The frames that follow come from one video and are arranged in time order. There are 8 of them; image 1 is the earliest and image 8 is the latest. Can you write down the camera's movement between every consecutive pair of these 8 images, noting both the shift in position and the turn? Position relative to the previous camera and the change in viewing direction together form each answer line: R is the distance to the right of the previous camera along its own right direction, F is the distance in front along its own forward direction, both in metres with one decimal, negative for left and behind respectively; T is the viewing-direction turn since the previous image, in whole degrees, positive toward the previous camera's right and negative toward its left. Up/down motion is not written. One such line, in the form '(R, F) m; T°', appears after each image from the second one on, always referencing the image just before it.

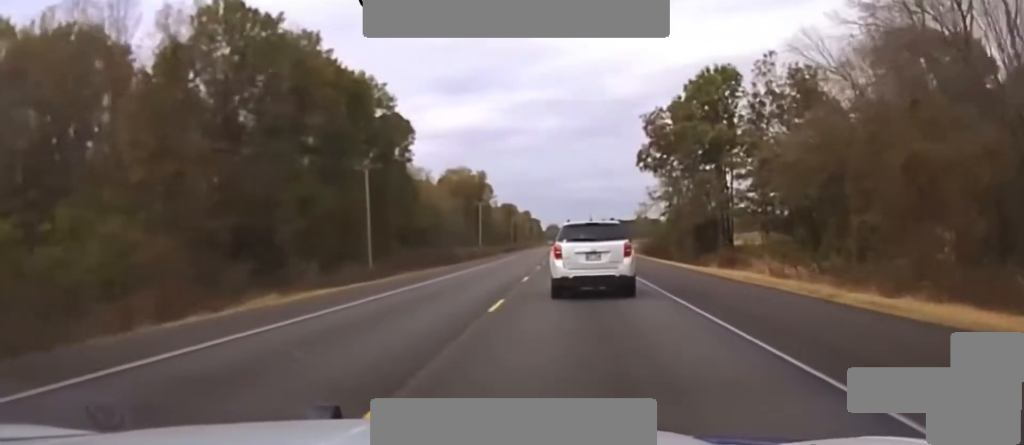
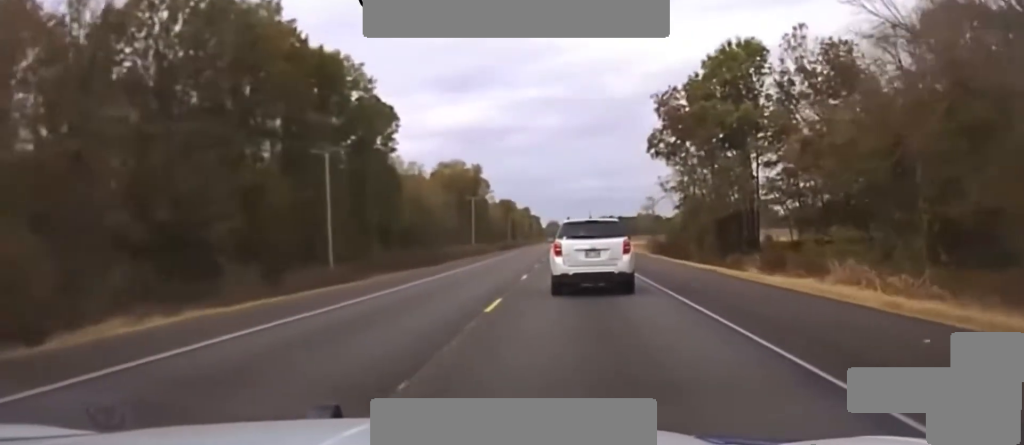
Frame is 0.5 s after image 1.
(-1.0, +12.5) m; -2°
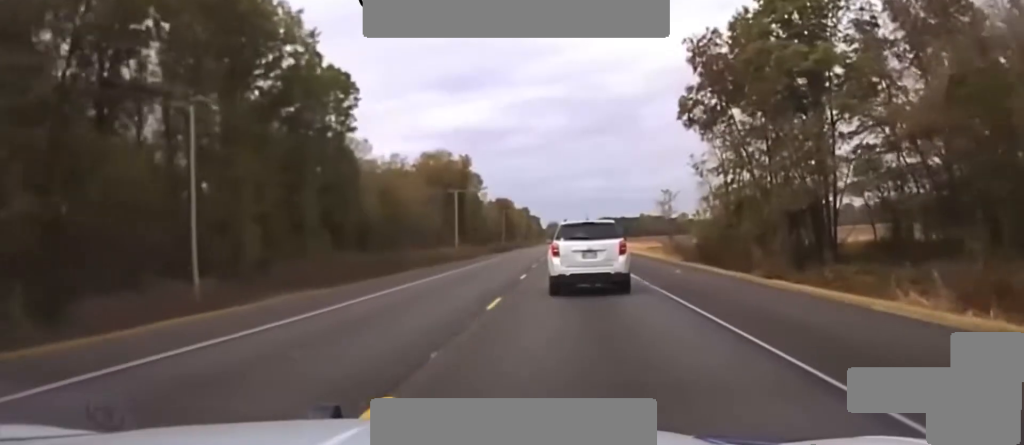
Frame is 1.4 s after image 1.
(-0.9, +23.4) m; 0°
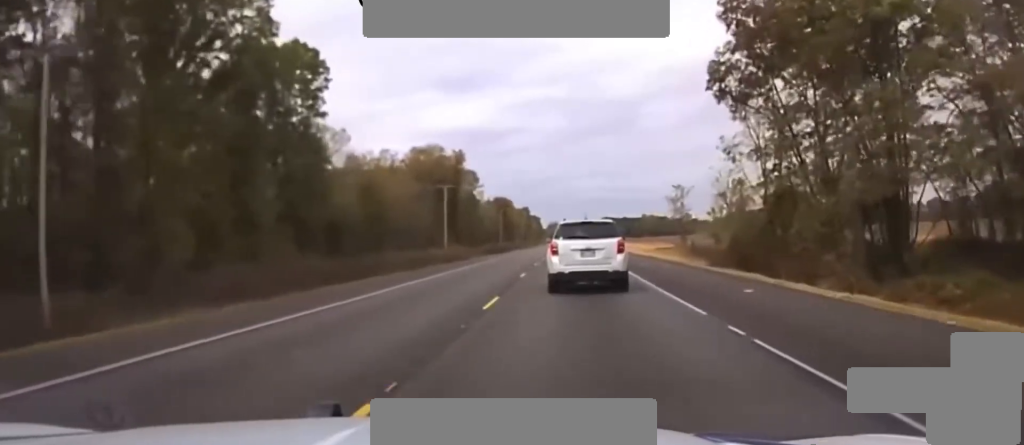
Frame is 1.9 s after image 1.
(-0.4, +12.5) m; +2°
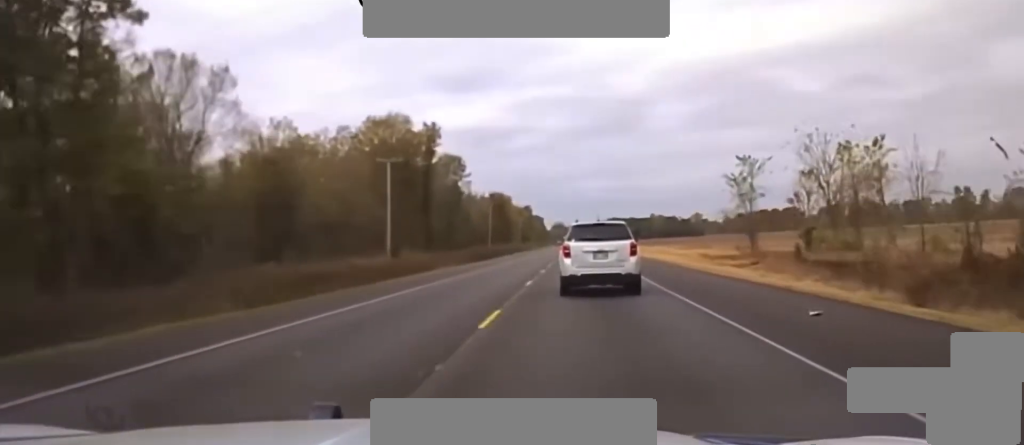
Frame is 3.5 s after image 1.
(+2.7, +38.9) m; +3°
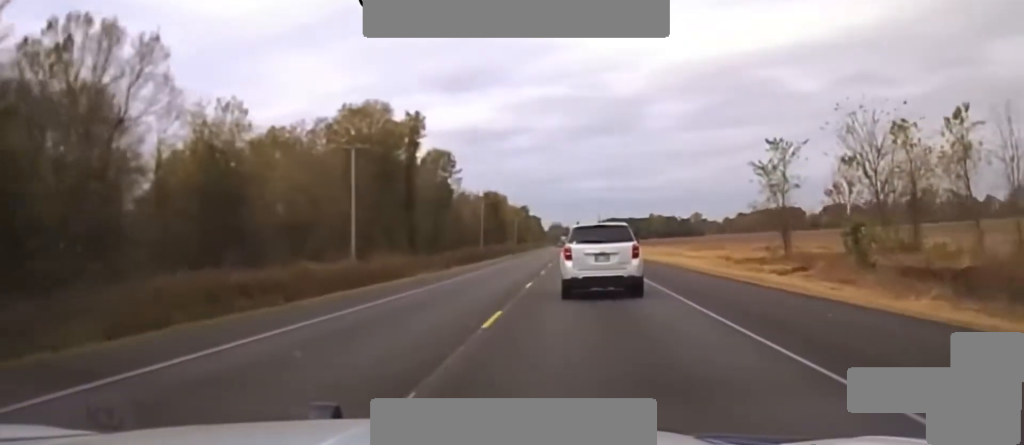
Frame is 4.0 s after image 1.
(+0.2, +11.7) m; -1°
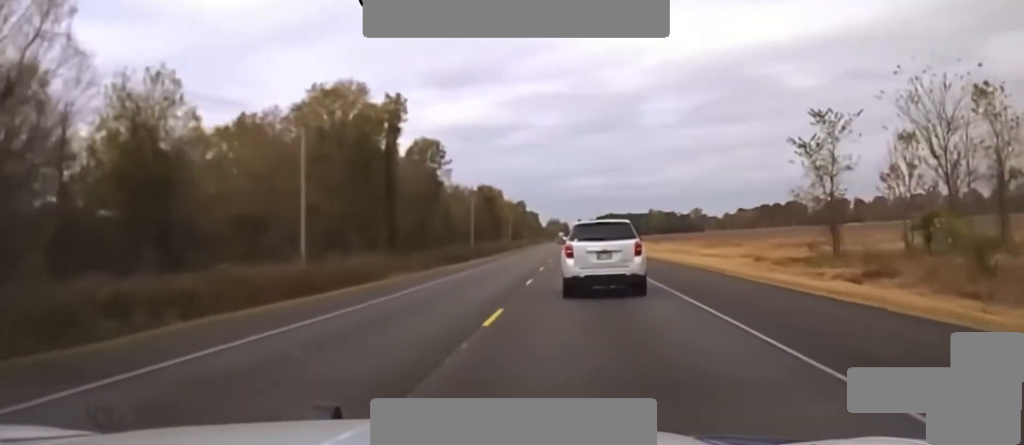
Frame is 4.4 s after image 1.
(-0.4, +11.9) m; -1°
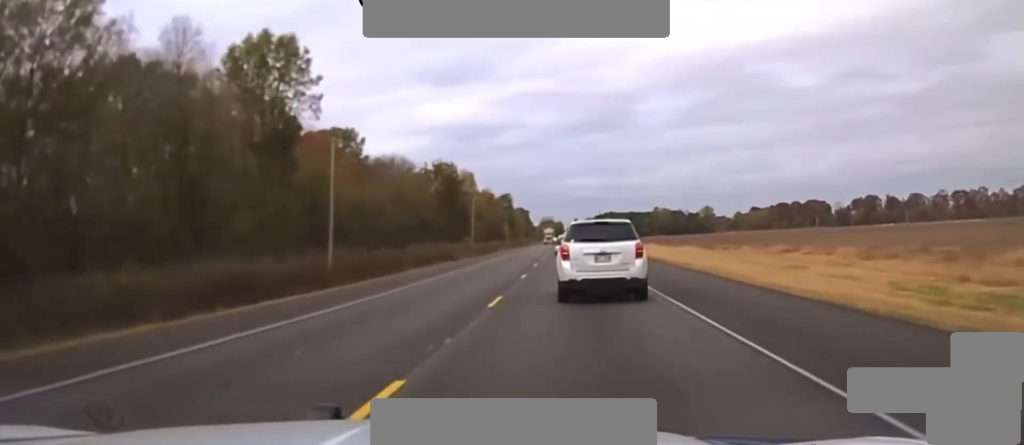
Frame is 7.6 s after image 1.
(-1.5, +81.9) m; -1°
